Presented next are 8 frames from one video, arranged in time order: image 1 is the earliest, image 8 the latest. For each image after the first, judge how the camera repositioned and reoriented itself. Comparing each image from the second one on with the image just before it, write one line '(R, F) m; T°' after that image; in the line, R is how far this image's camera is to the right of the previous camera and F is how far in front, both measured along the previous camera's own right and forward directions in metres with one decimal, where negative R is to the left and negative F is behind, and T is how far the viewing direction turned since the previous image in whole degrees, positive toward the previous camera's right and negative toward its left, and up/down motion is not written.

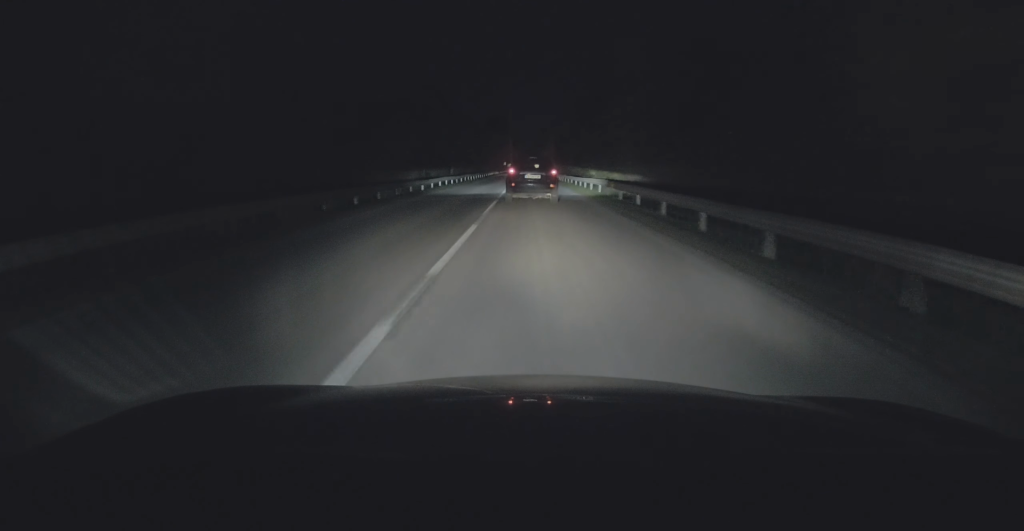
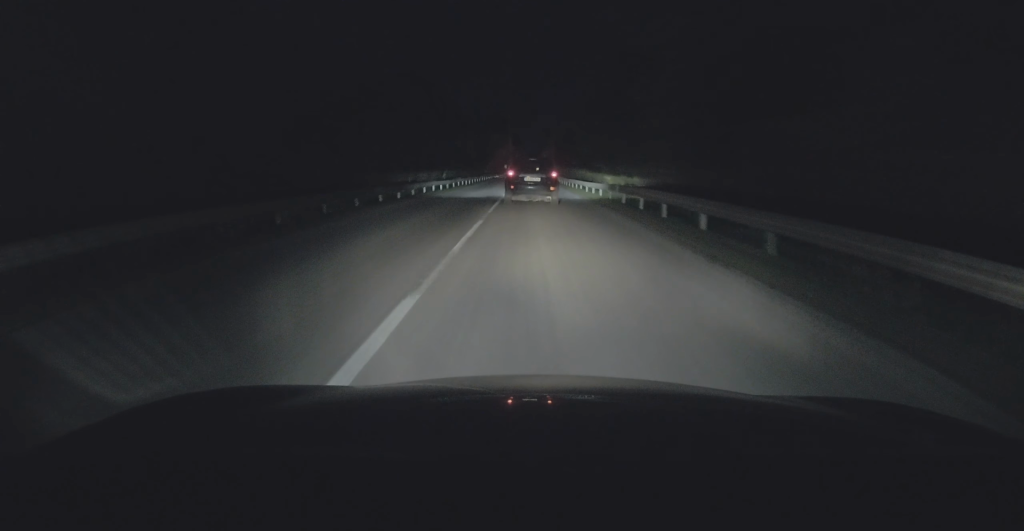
(0.0, +7.5) m; 0°
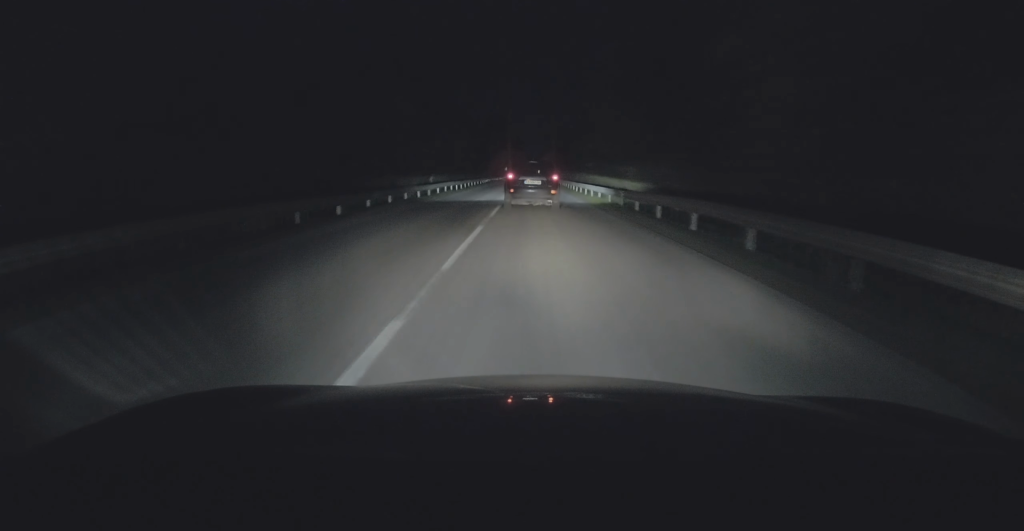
(0.0, +10.7) m; +1°
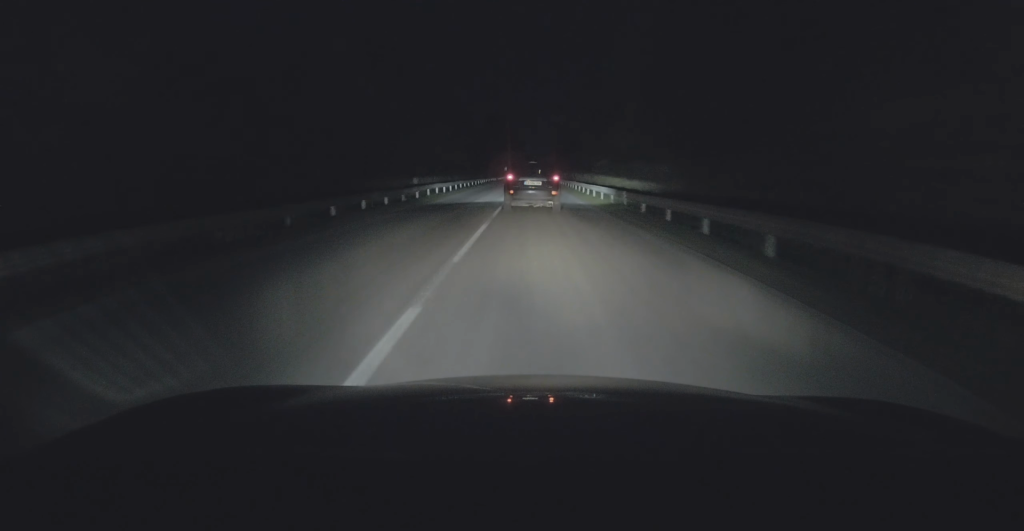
(+0.1, +7.9) m; 0°
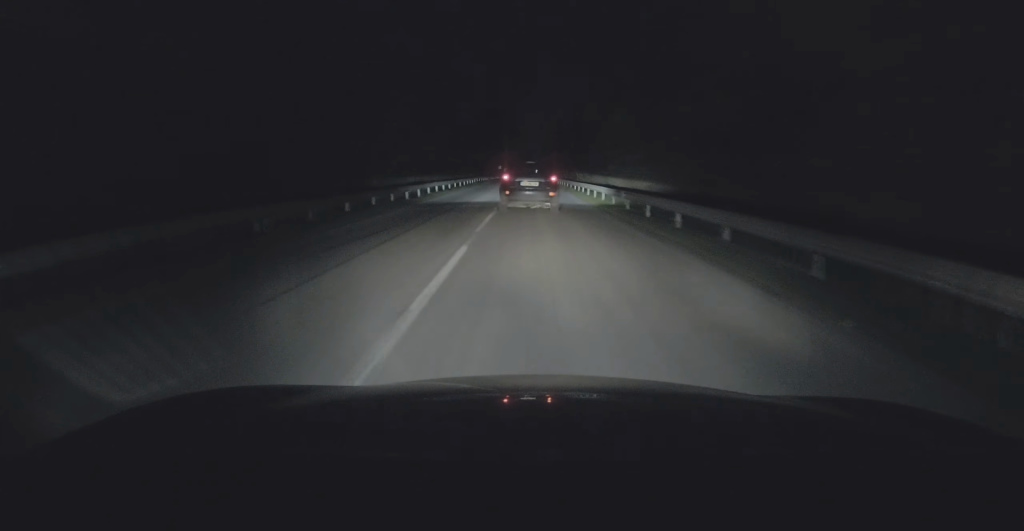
(+0.1, +13.0) m; 0°
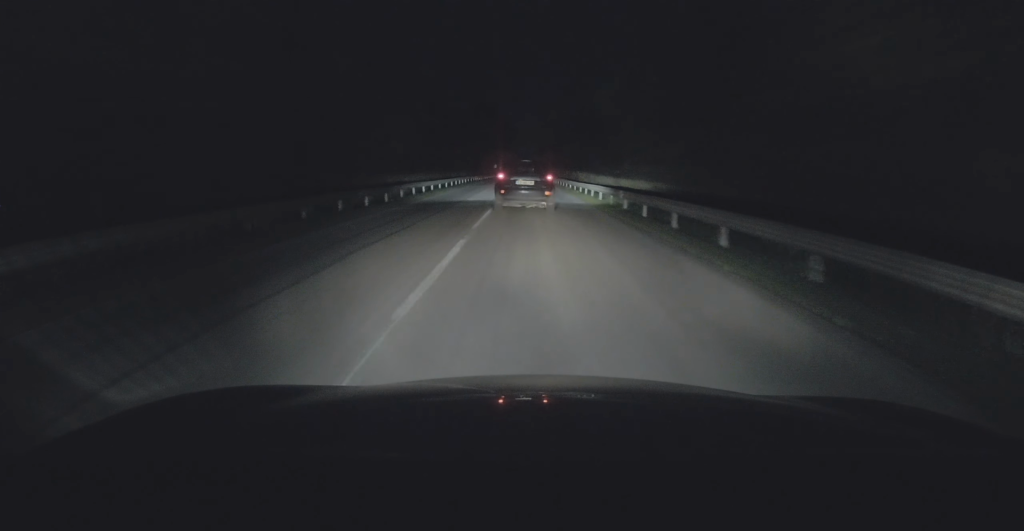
(0.0, +8.3) m; 0°
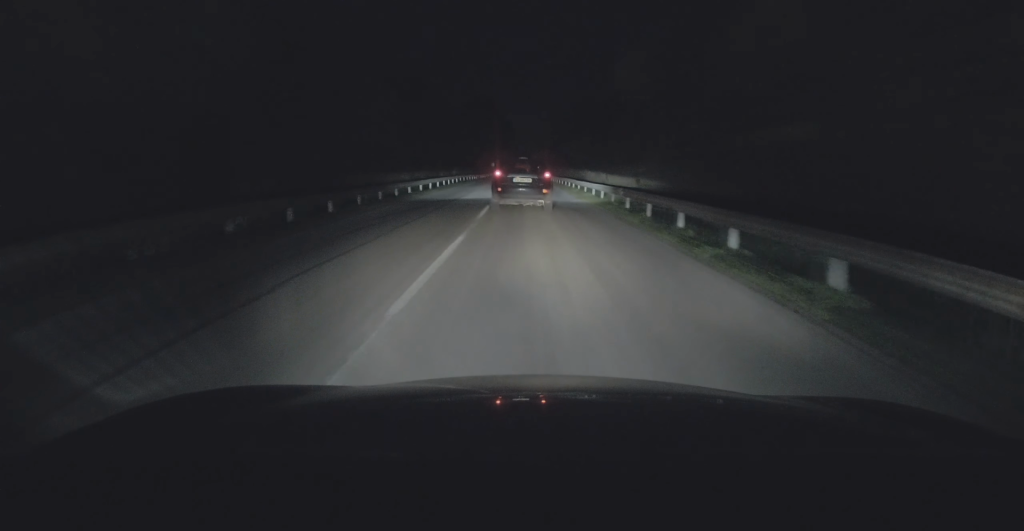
(0.0, +7.8) m; 0°
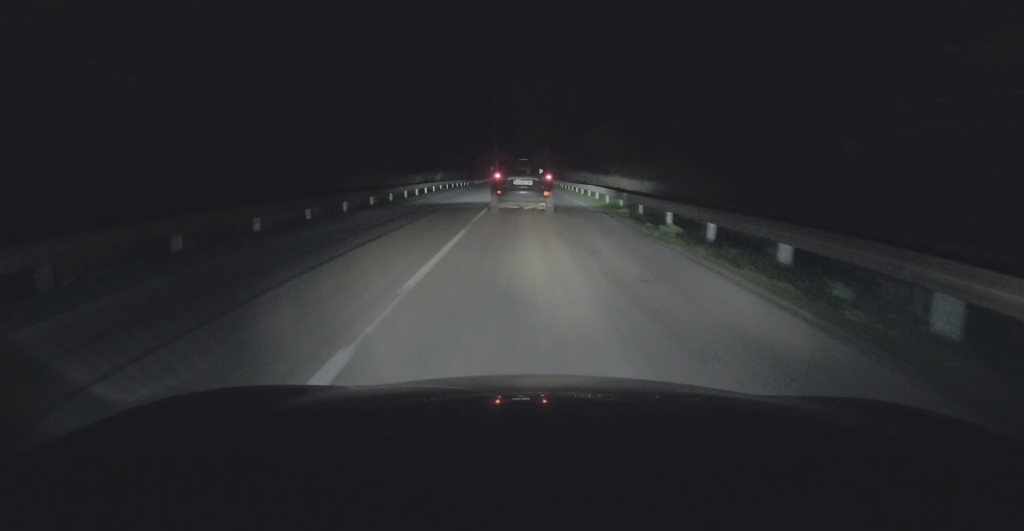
(-0.1, +17.1) m; -1°
